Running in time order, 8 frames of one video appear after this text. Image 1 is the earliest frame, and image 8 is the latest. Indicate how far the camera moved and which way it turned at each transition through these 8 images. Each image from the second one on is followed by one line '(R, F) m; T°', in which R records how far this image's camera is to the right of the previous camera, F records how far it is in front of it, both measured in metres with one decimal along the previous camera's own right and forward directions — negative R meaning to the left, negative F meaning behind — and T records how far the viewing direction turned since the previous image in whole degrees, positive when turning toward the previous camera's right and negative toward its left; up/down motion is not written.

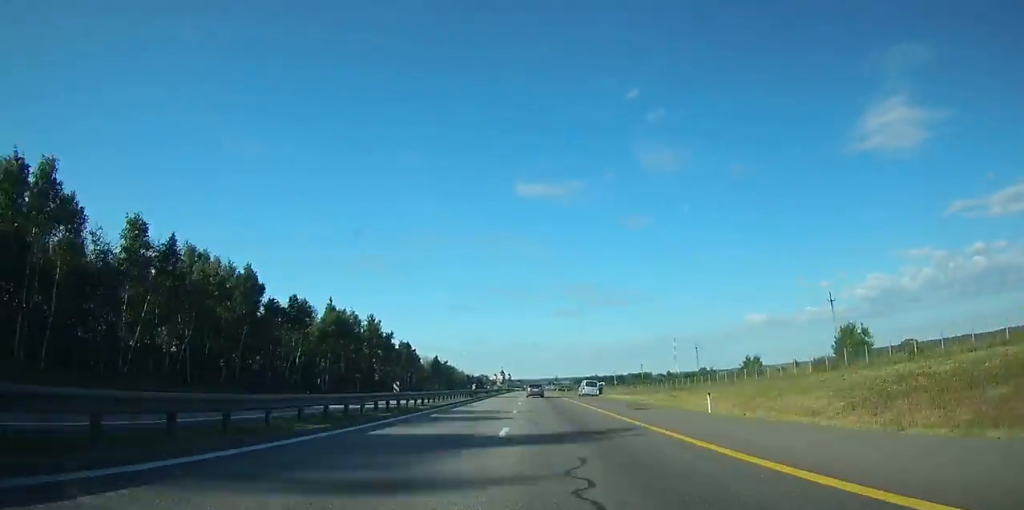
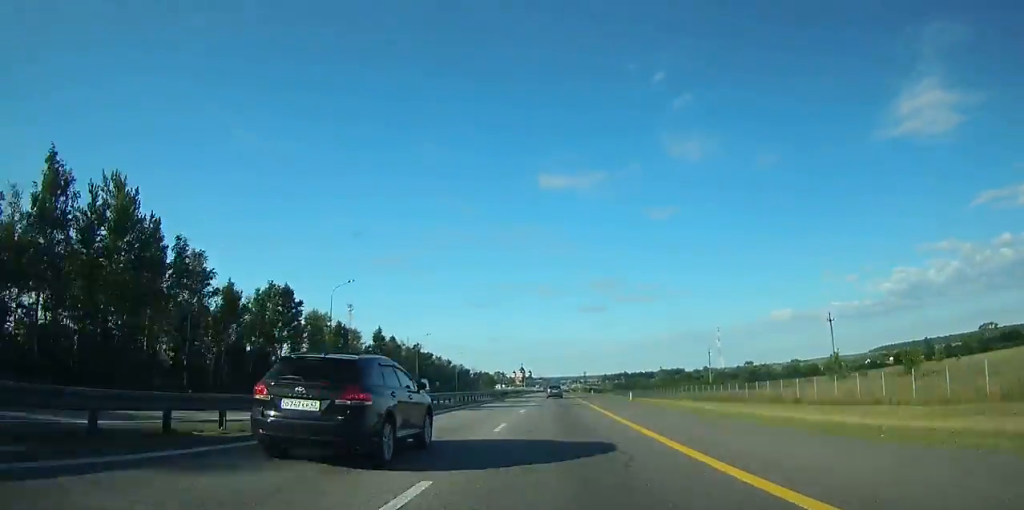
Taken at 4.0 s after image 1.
(-0.2, +116.4) m; 0°
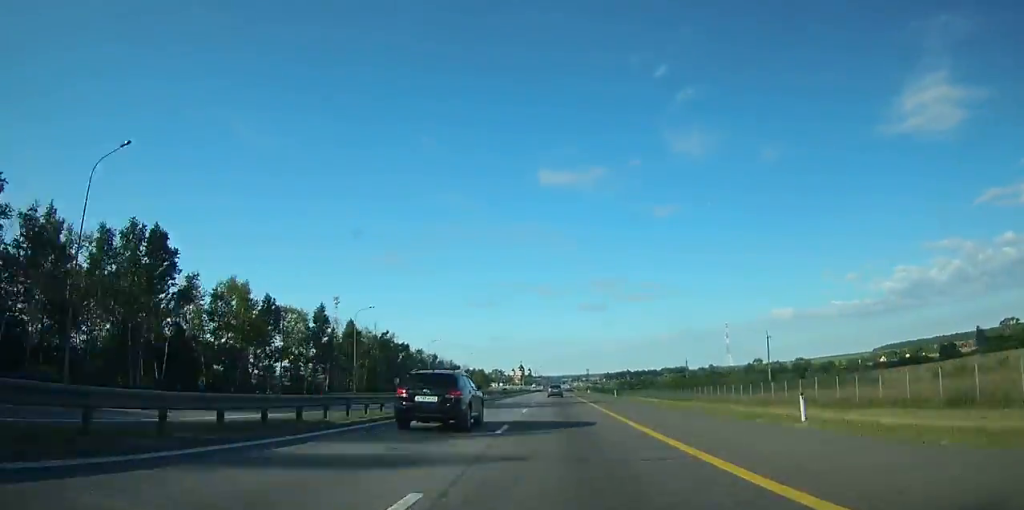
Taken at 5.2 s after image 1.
(0.0, +36.6) m; 0°
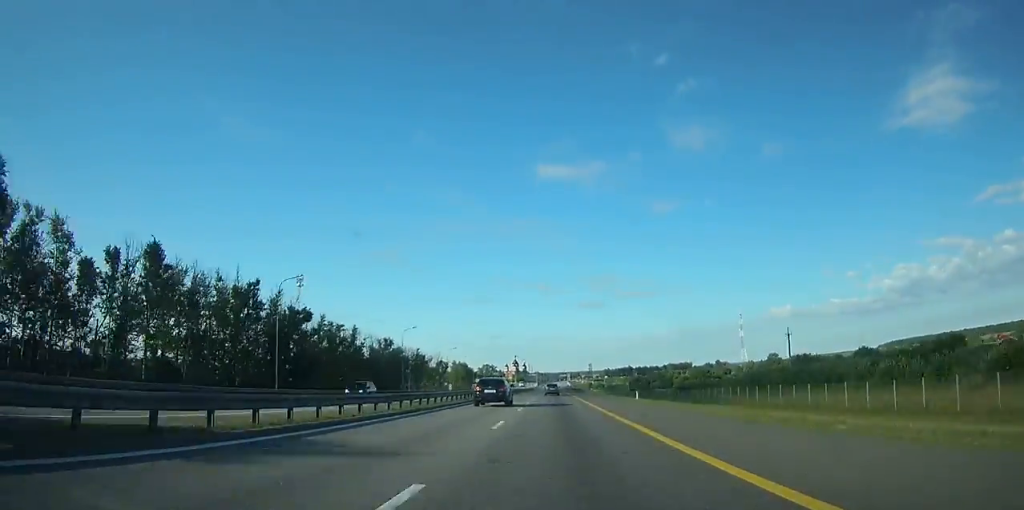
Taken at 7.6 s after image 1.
(-0.2, +71.2) m; 0°
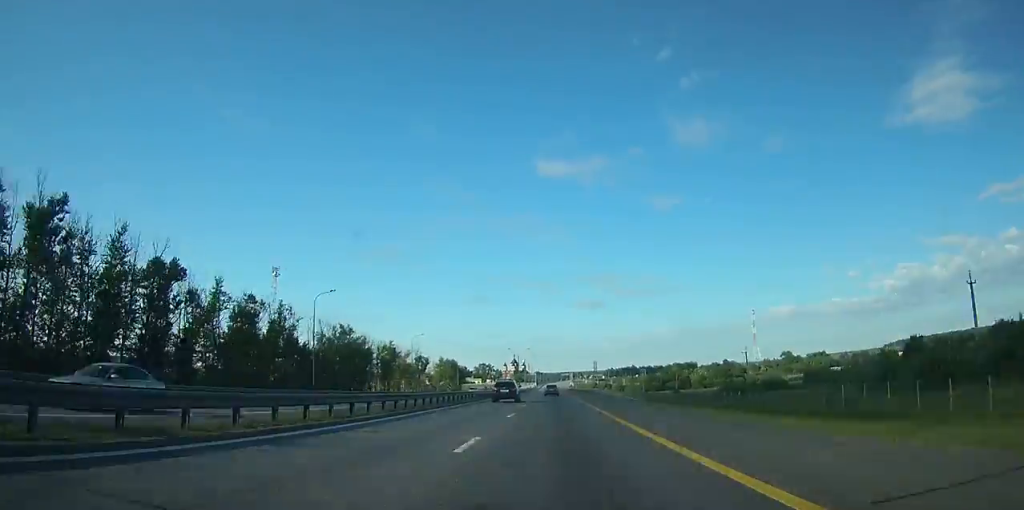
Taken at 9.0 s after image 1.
(+0.1, +42.3) m; 0°
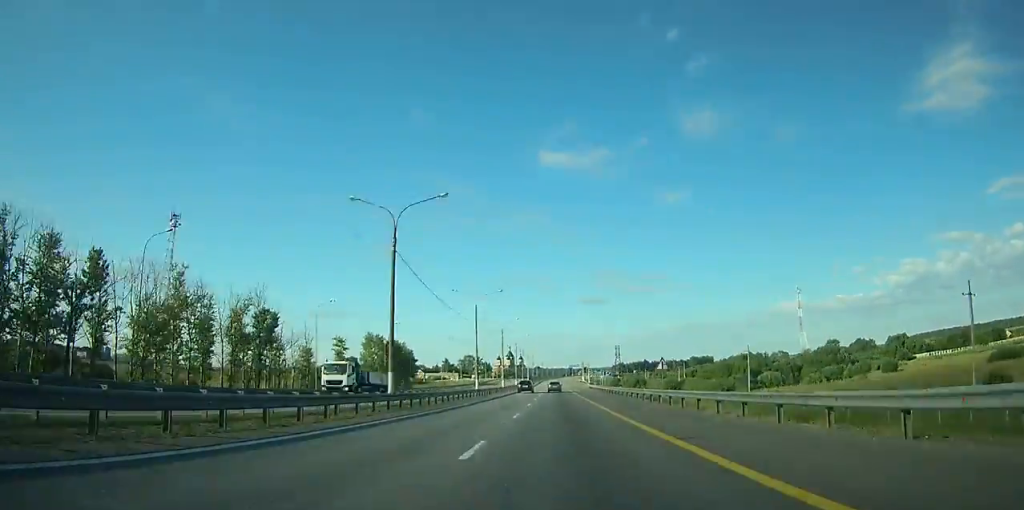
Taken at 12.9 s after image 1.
(+0.4, +123.9) m; 0°
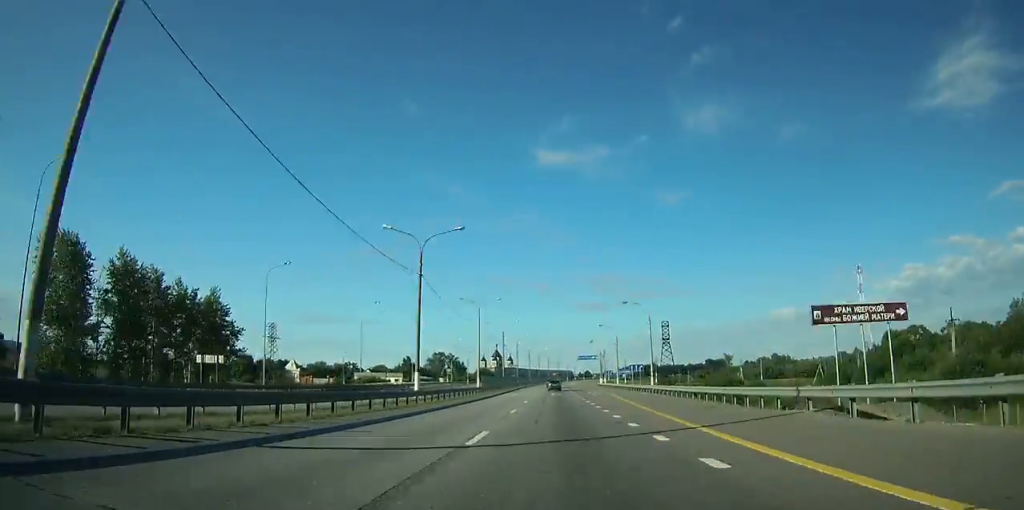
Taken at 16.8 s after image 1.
(0.0, +114.4) m; +1°
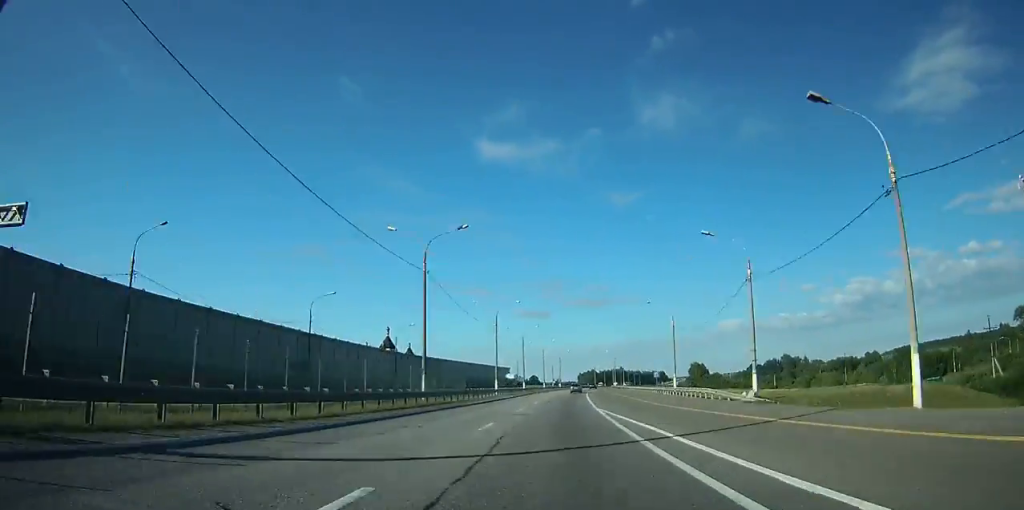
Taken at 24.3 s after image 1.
(+8.6, +216.0) m; +6°
